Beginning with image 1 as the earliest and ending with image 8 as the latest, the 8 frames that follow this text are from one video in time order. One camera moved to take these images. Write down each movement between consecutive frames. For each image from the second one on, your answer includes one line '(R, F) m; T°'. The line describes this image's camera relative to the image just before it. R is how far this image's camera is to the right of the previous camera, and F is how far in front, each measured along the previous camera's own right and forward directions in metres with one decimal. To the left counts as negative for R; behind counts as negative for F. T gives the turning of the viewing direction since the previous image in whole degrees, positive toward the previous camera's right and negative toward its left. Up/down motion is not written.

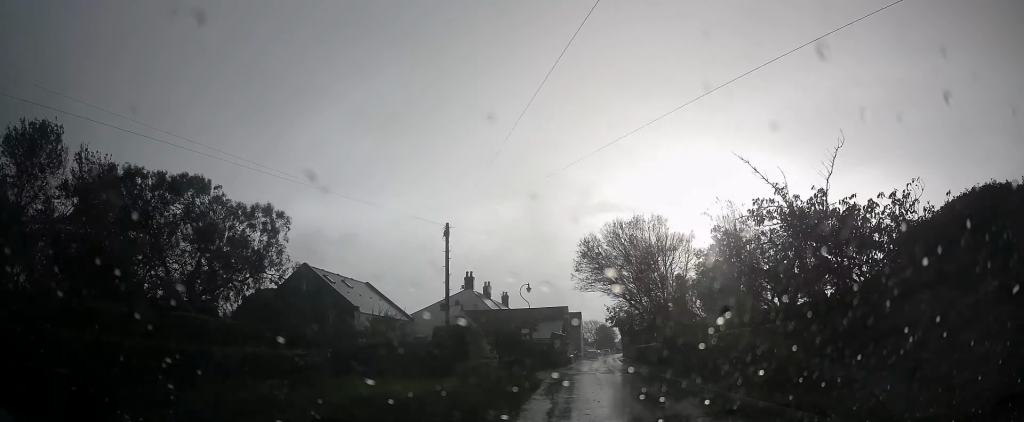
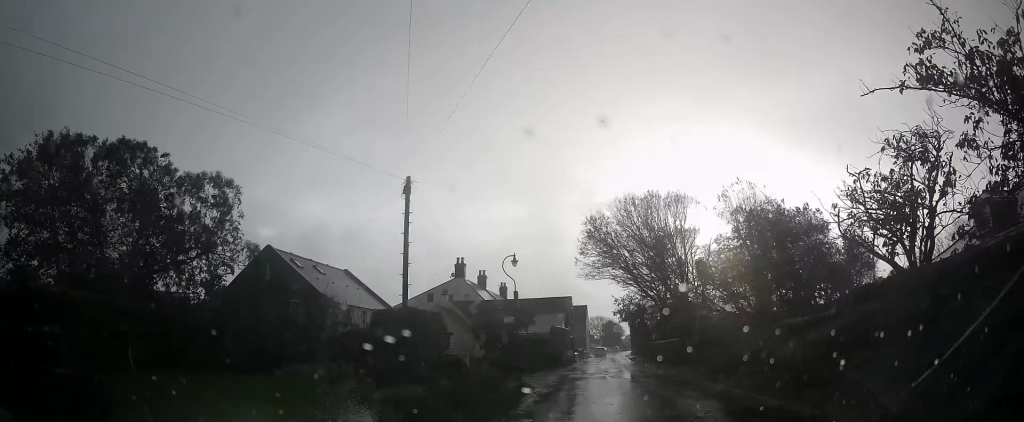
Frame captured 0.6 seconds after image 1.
(-0.4, +6.5) m; -2°
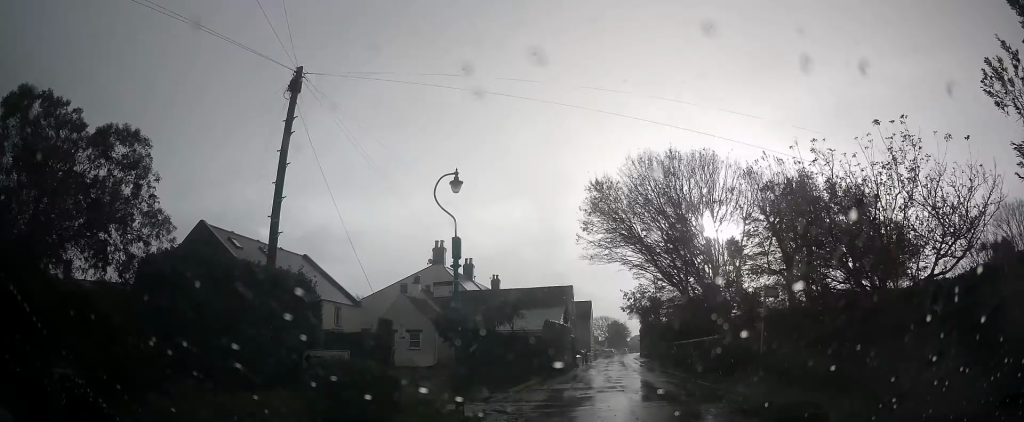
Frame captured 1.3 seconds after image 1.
(-0.3, +8.5) m; -1°
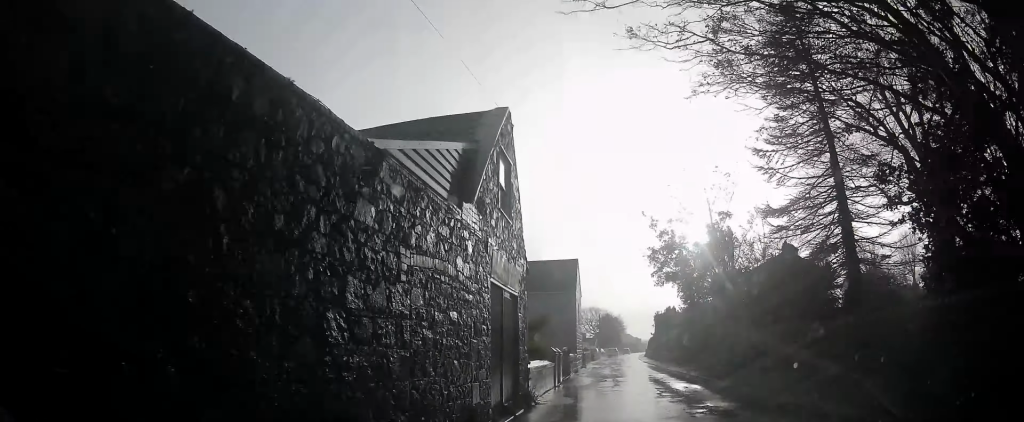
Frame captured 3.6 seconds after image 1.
(+0.9, +26.3) m; +3°
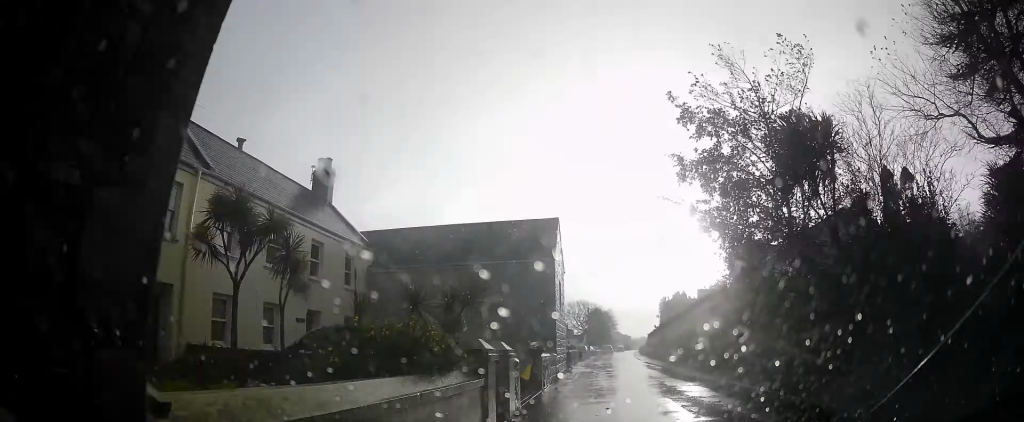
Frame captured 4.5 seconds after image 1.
(0.0, +9.9) m; 0°
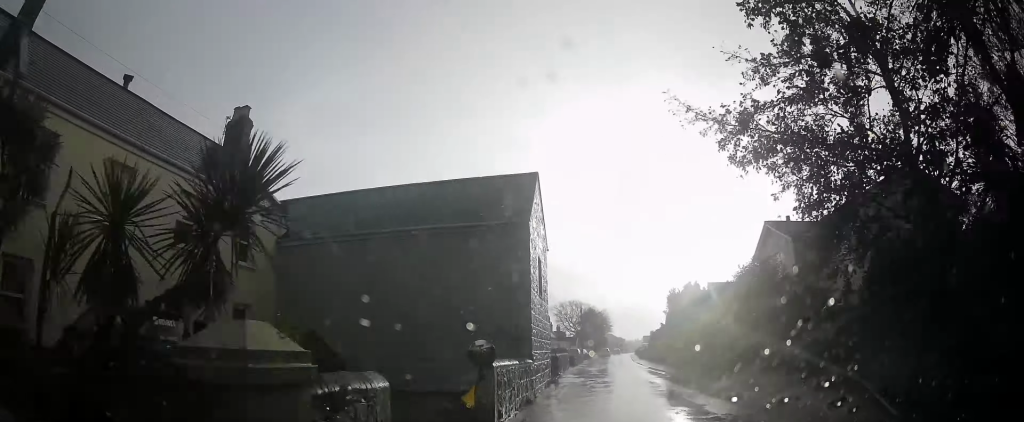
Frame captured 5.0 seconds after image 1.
(0.0, +6.5) m; 0°
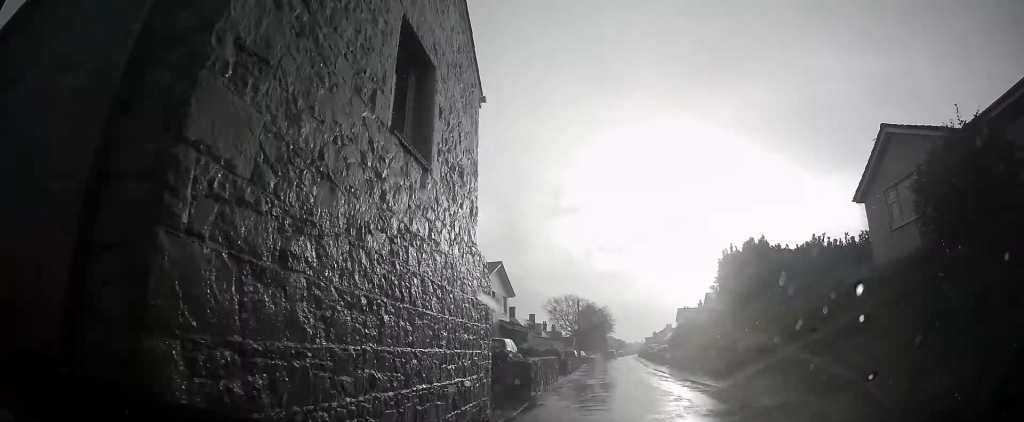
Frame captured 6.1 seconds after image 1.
(0.0, +11.7) m; 0°
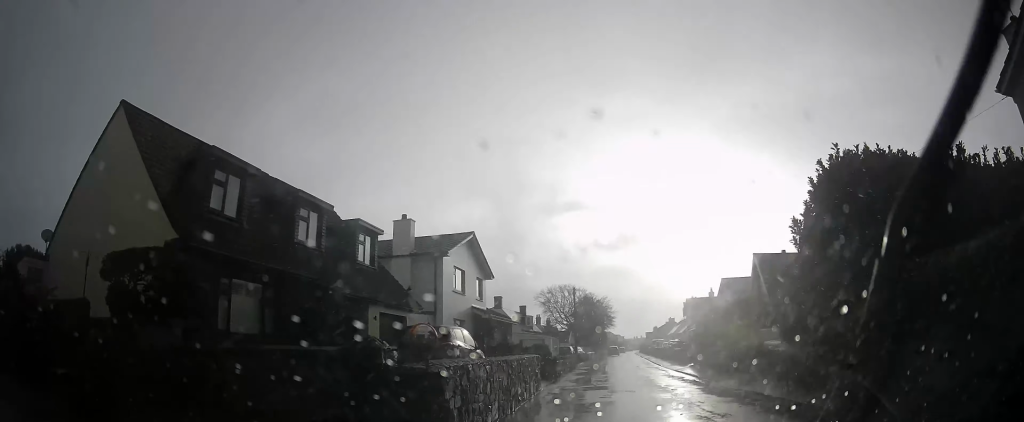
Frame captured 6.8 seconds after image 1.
(0.0, +7.9) m; 0°
